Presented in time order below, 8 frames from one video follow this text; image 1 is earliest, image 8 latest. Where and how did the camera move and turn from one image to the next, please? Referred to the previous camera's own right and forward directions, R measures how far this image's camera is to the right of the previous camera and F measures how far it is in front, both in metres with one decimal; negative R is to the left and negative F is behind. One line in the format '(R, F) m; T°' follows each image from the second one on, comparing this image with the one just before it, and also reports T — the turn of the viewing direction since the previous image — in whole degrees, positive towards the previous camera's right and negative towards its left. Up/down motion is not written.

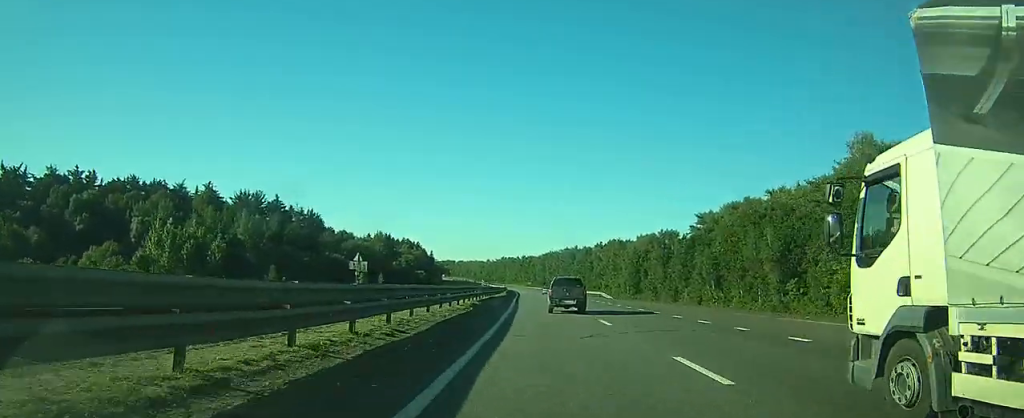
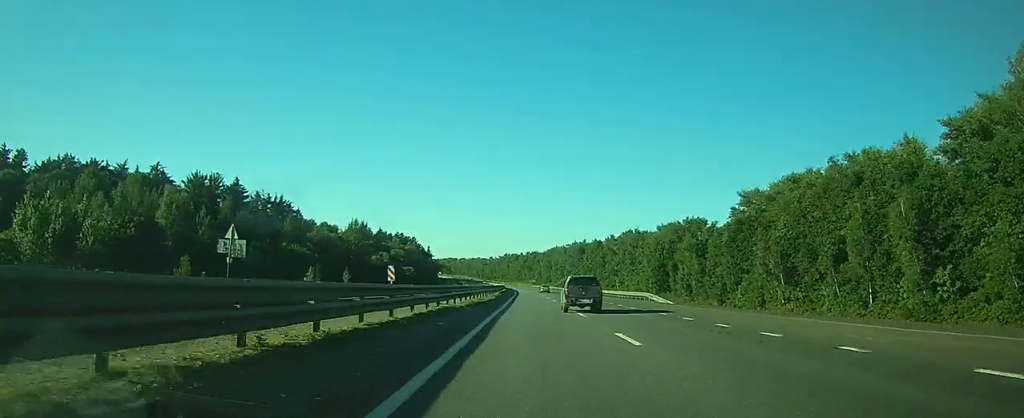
(-0.2, +30.6) m; -1°
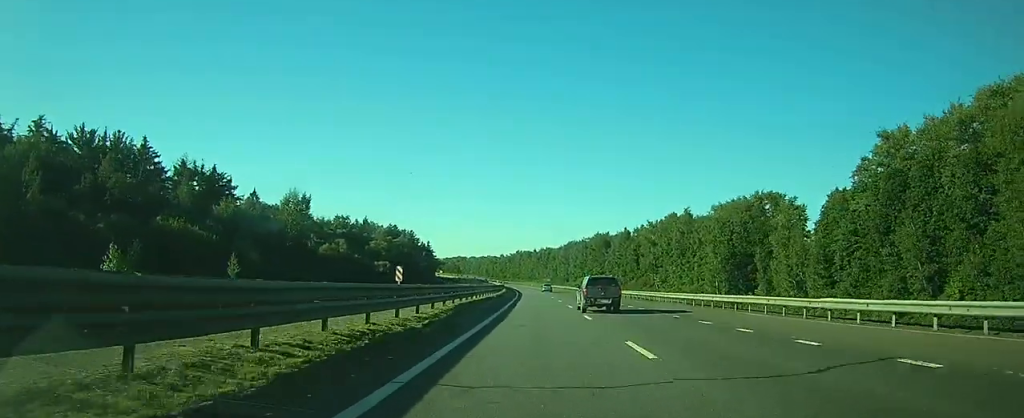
(-0.2, +49.9) m; -1°
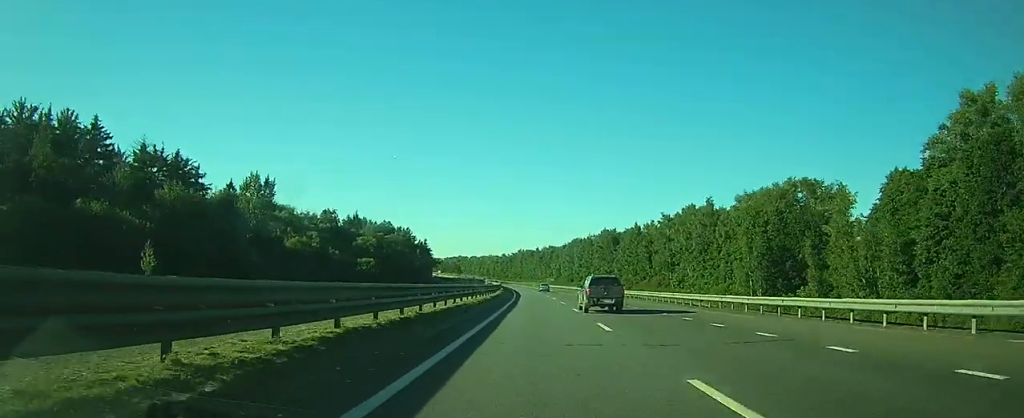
(-0.1, +17.4) m; 0°
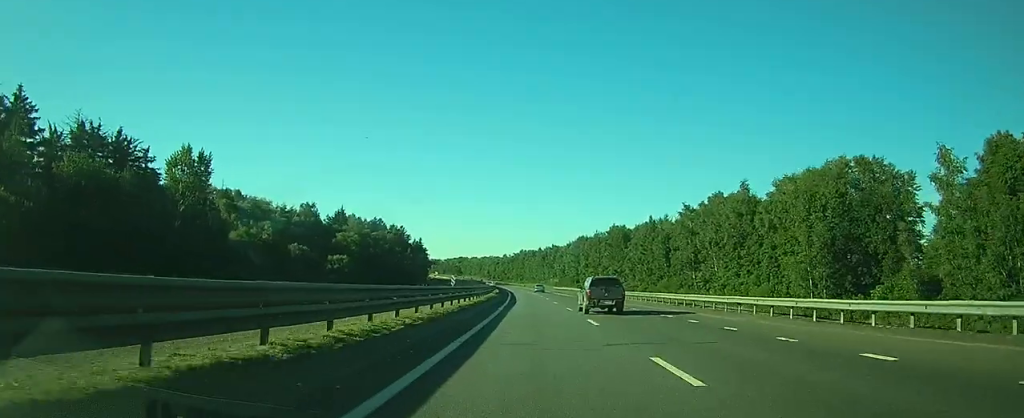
(-0.1, +21.3) m; 0°
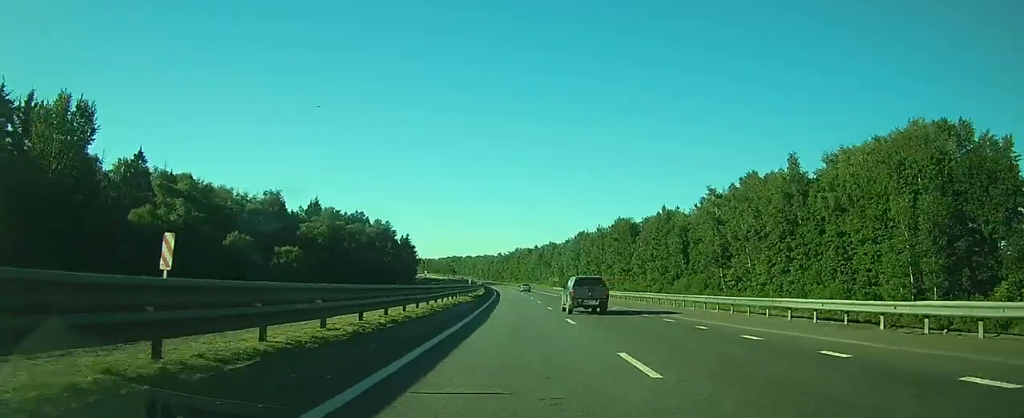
(-0.1, +23.4) m; 0°
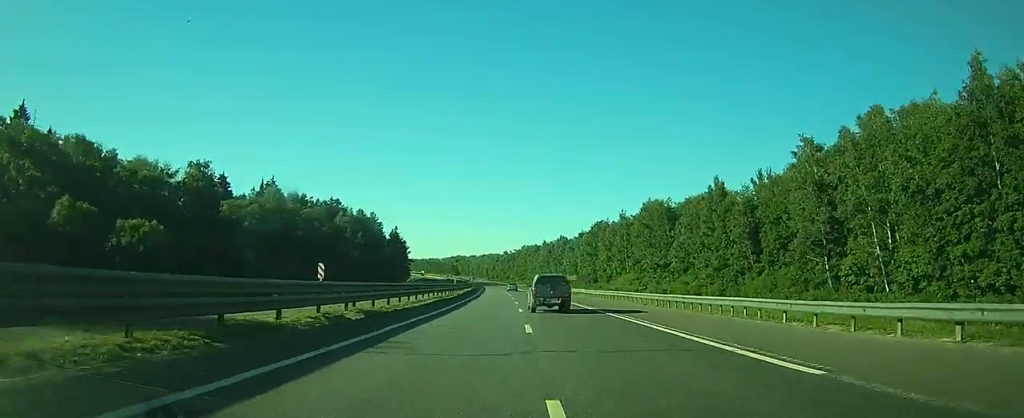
(-0.1, +41.1) m; -1°
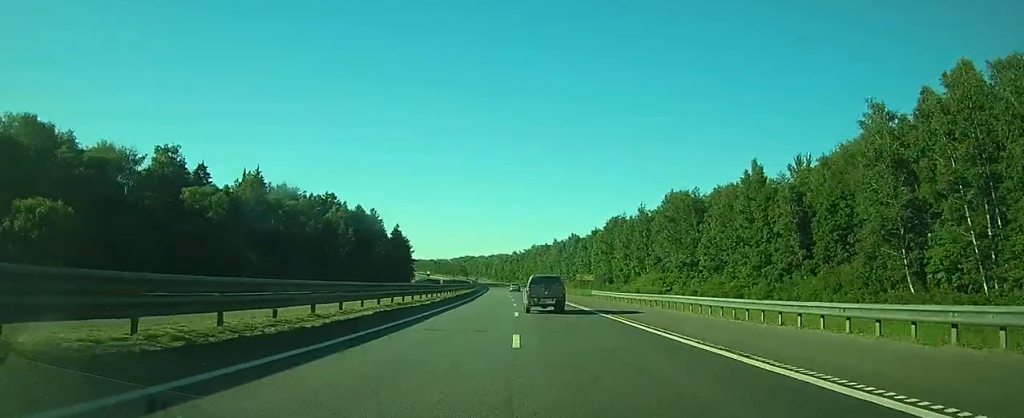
(0.0, +15.7) m; -1°
